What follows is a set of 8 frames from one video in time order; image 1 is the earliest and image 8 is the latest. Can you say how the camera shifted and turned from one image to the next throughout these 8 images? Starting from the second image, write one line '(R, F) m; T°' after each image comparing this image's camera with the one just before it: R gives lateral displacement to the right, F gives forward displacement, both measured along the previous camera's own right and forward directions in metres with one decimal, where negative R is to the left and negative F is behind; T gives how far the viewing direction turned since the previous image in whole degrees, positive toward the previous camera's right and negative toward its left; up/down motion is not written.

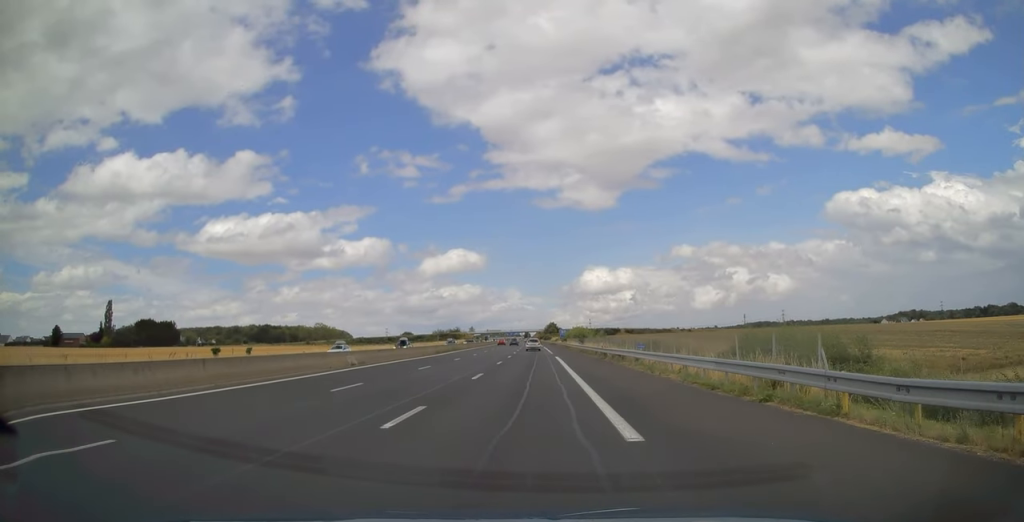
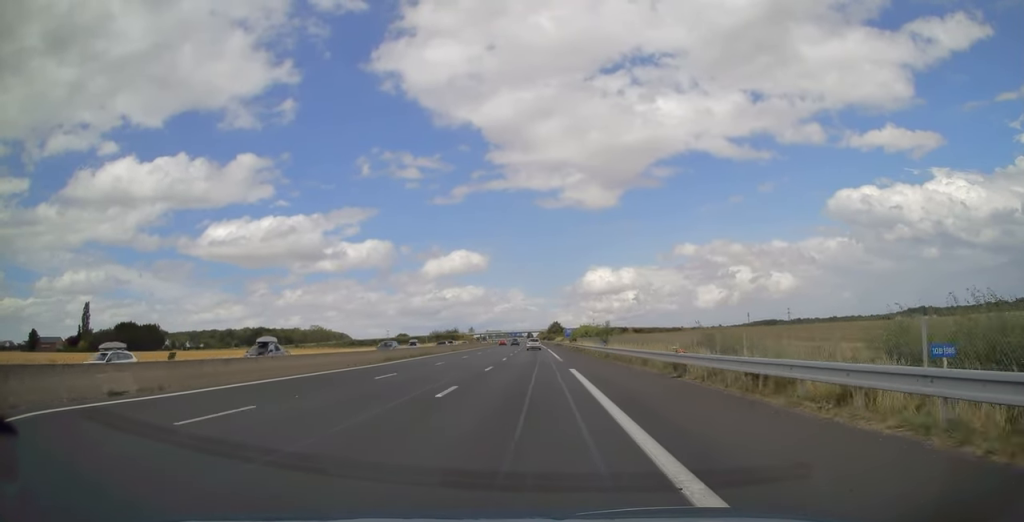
(-0.2, +21.1) m; 0°
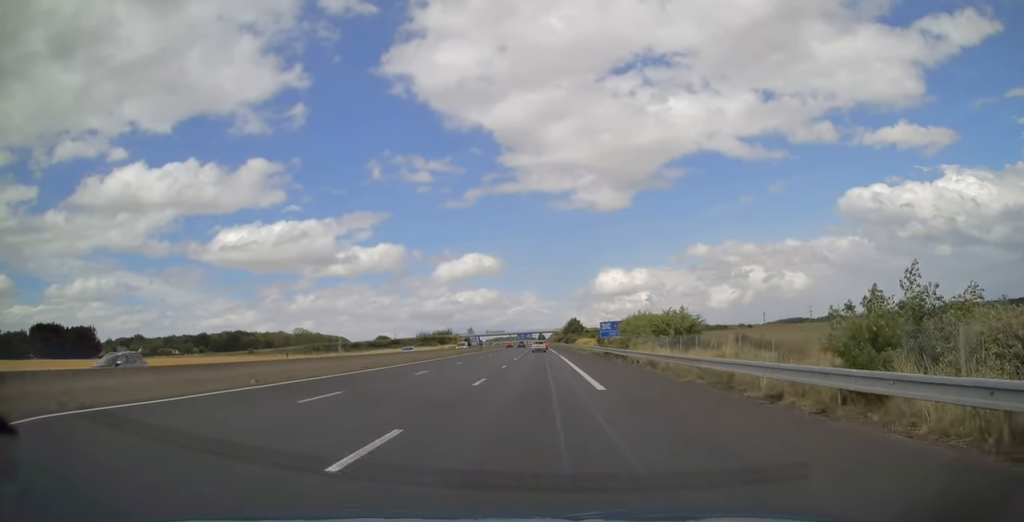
(-0.4, +72.9) m; -1°
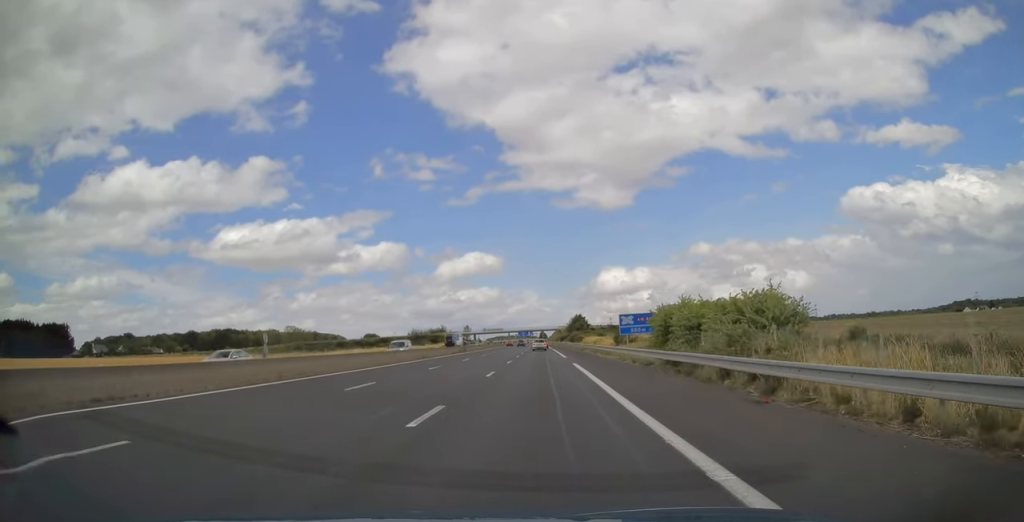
(+0.1, +22.6) m; 0°
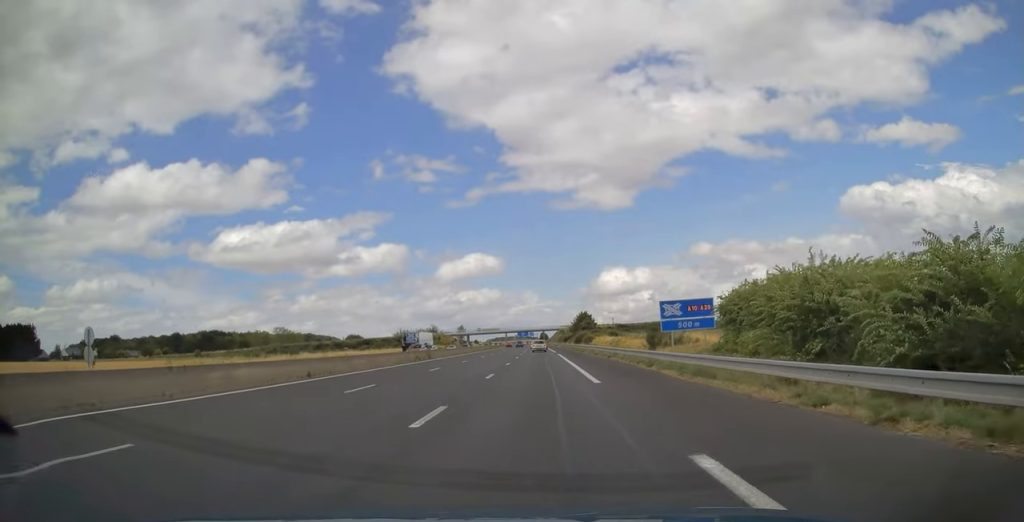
(-0.2, +25.9) m; 0°
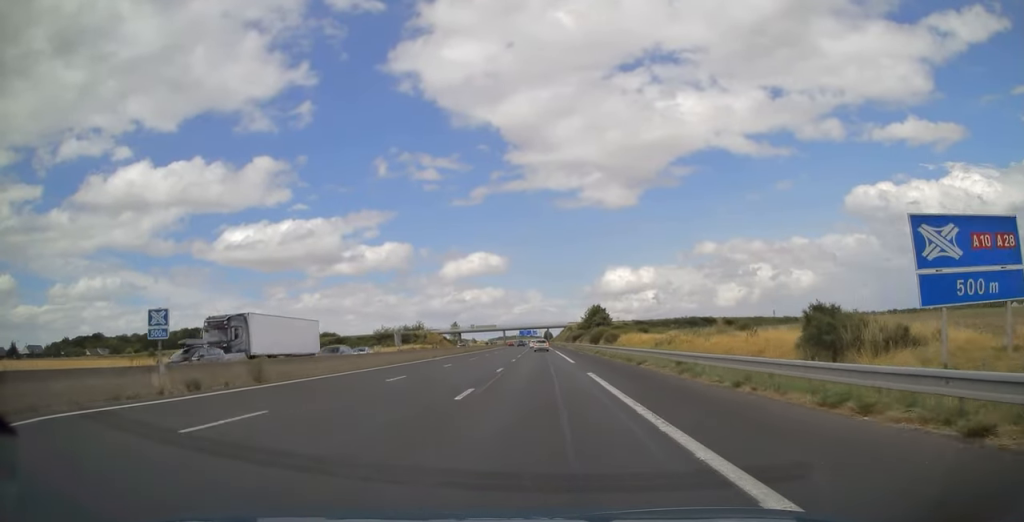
(0.0, +34.6) m; 0°
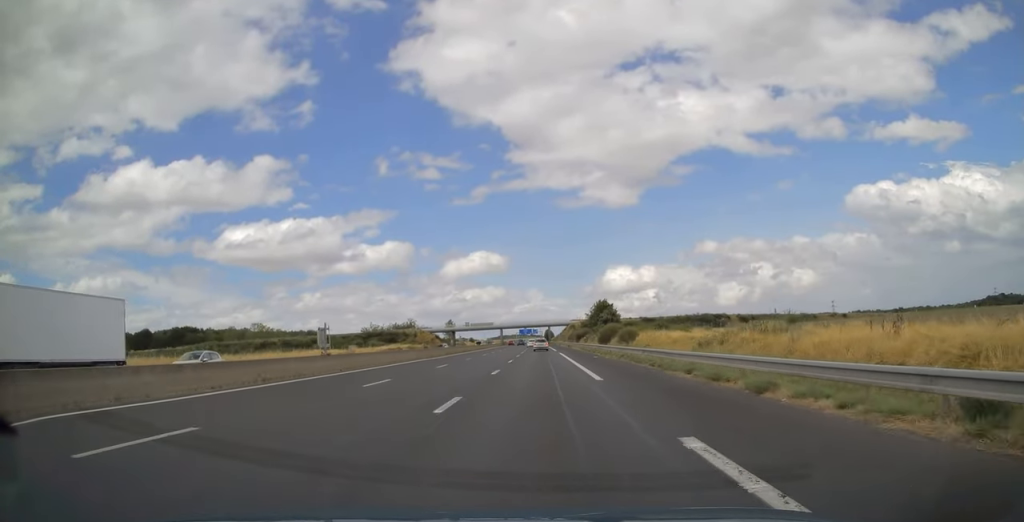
(0.0, +15.7) m; 0°
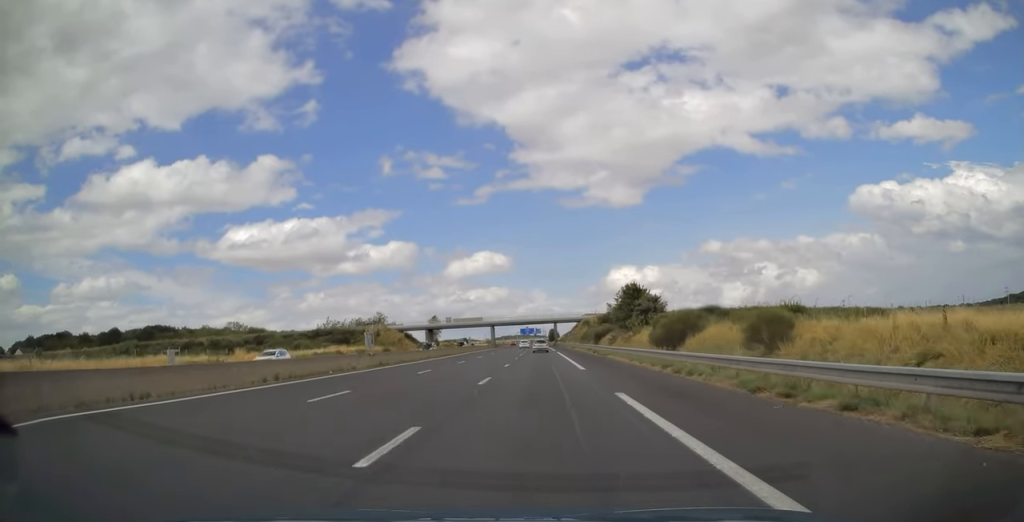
(-0.1, +43.7) m; 0°
